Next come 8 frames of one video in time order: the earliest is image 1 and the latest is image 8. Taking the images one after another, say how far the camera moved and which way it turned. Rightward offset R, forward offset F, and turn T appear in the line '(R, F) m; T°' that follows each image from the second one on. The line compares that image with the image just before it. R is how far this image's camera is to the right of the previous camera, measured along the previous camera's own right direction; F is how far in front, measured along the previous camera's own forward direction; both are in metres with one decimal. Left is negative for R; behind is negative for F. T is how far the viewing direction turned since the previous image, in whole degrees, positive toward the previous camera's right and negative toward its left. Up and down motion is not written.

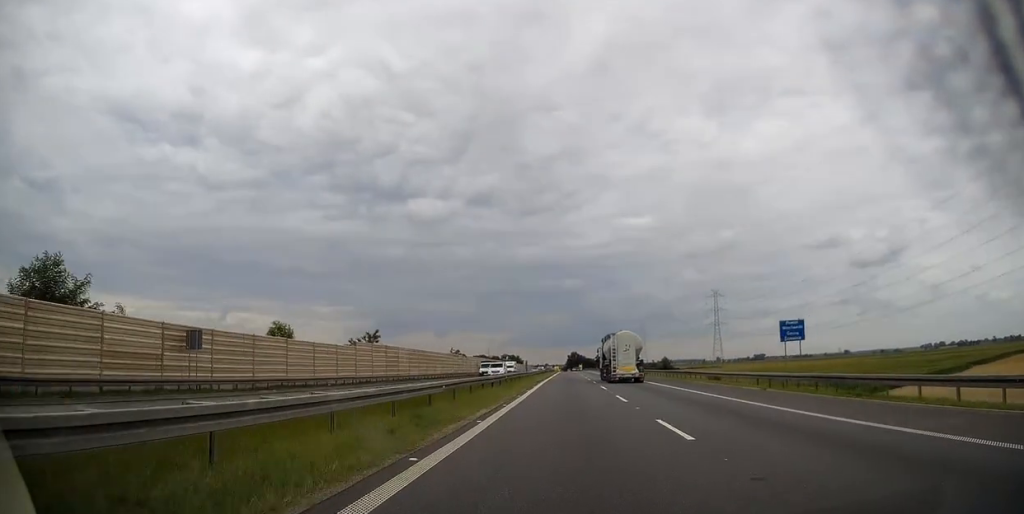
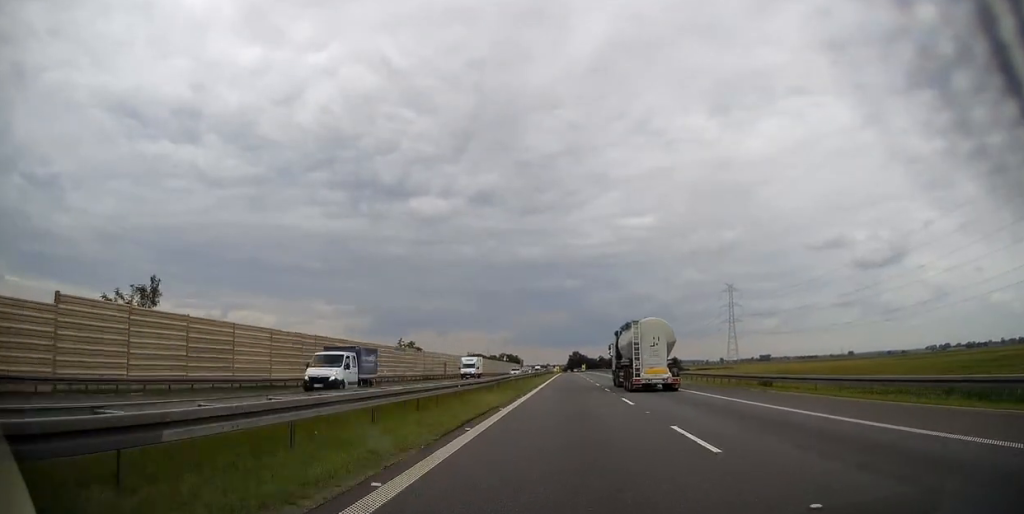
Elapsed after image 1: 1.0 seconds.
(-0.1, +38.0) m; 0°
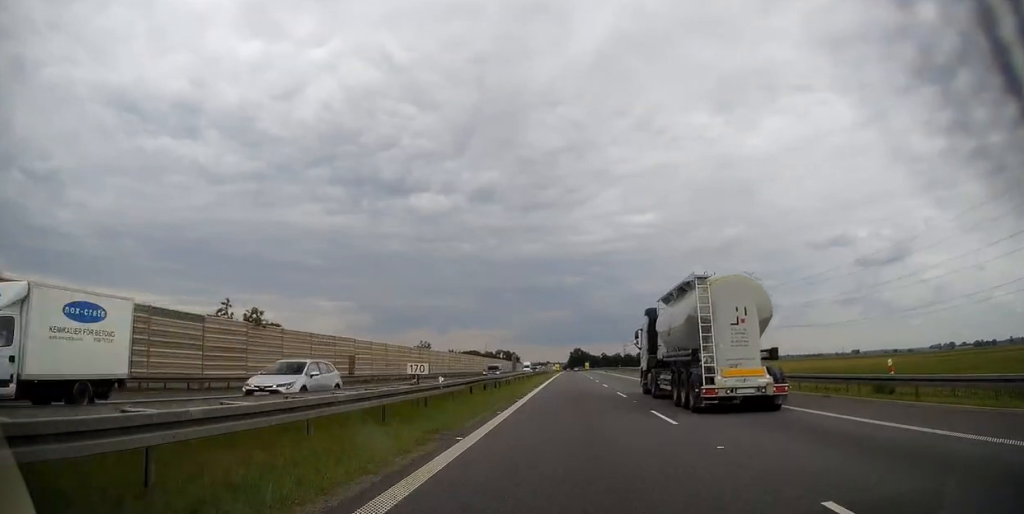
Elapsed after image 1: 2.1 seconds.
(+0.1, +43.8) m; 0°
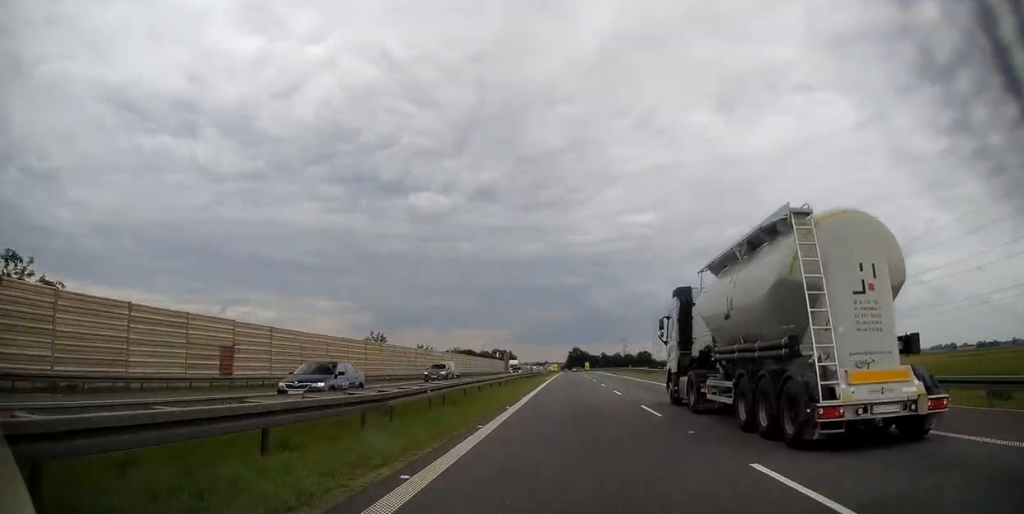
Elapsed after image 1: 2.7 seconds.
(+0.1, +21.7) m; 0°
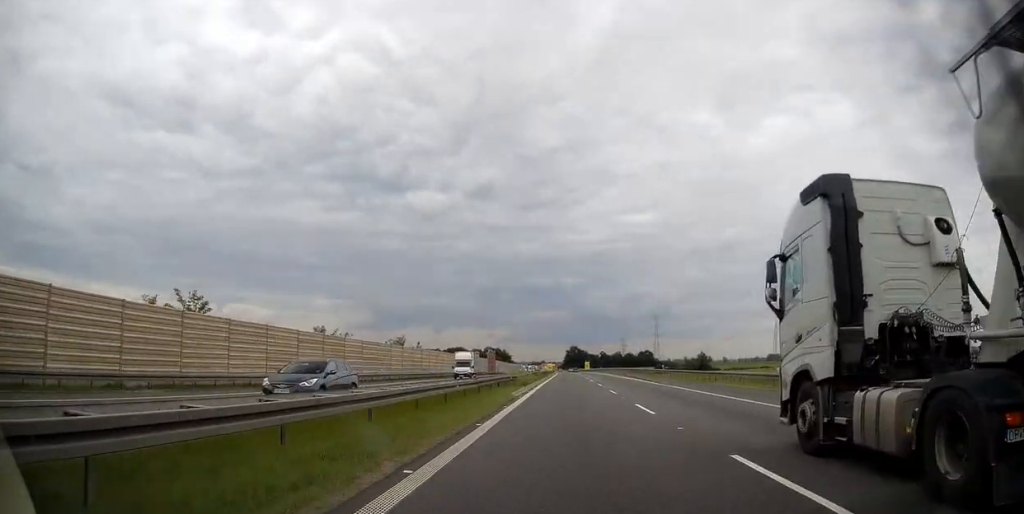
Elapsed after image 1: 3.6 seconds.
(-0.1, +34.0) m; 0°
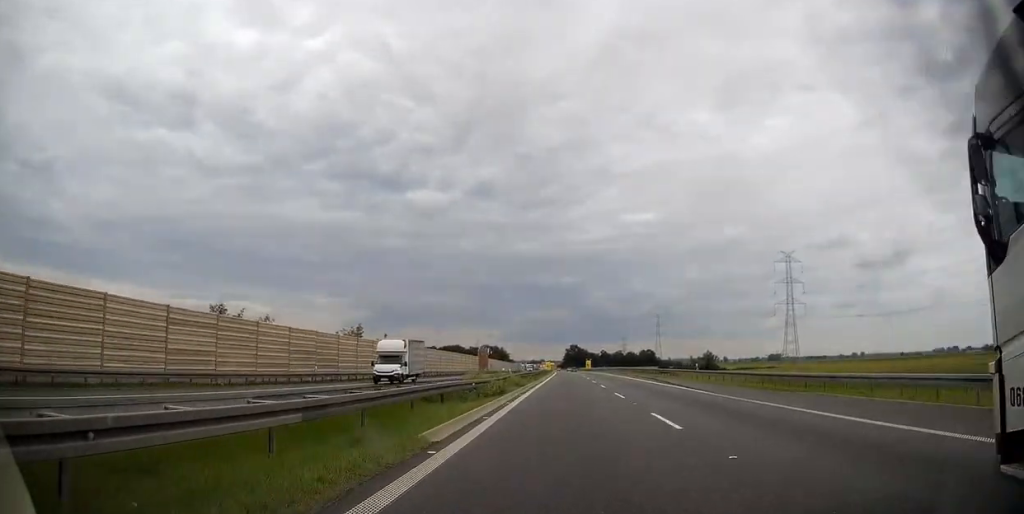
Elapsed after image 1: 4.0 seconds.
(0.0, +16.3) m; 0°
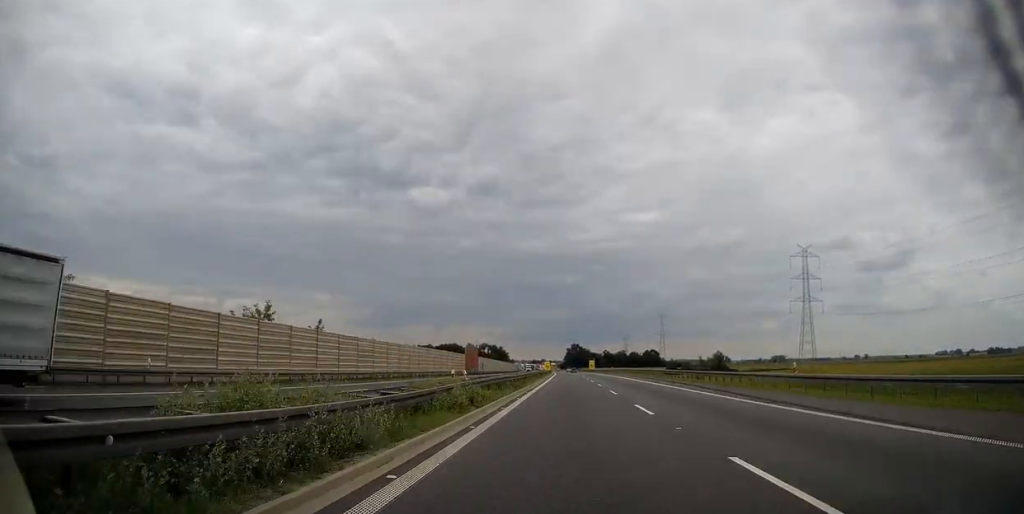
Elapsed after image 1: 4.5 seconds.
(+0.1, +19.9) m; 0°
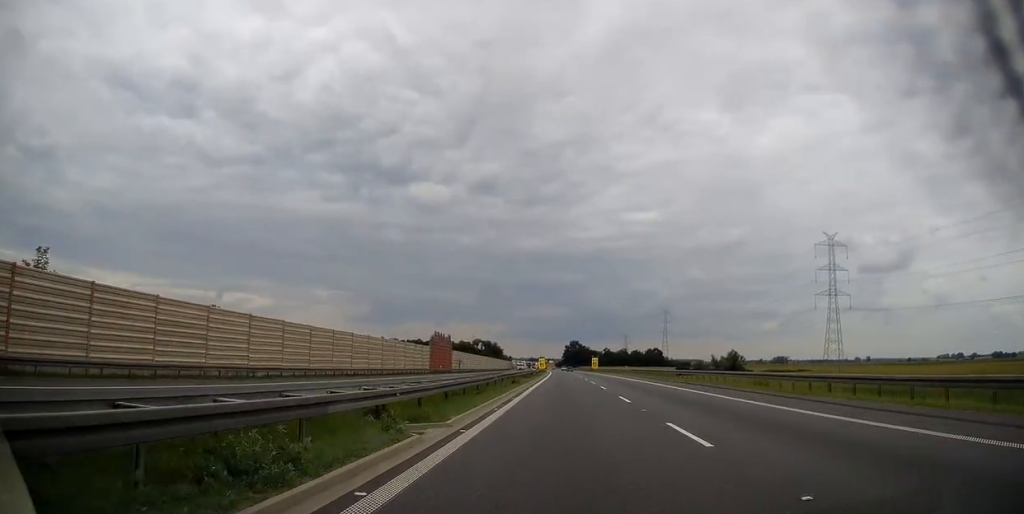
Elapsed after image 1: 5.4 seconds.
(-0.1, +30.8) m; 0°
